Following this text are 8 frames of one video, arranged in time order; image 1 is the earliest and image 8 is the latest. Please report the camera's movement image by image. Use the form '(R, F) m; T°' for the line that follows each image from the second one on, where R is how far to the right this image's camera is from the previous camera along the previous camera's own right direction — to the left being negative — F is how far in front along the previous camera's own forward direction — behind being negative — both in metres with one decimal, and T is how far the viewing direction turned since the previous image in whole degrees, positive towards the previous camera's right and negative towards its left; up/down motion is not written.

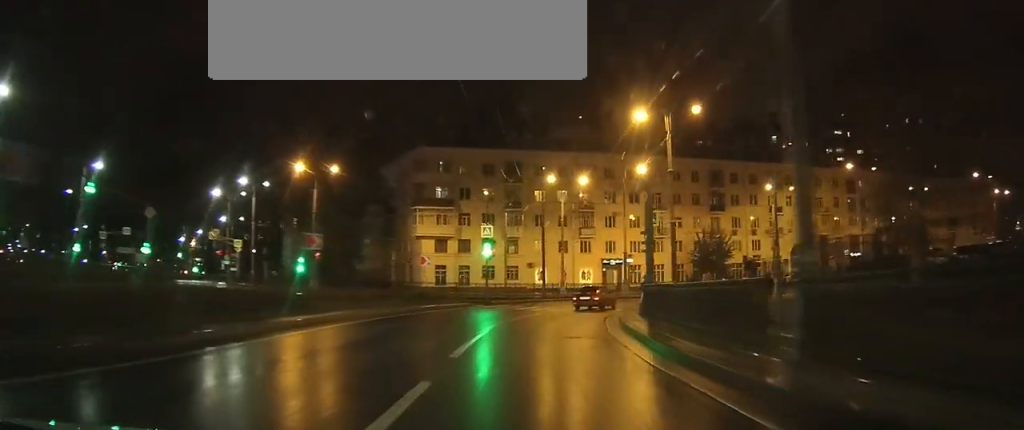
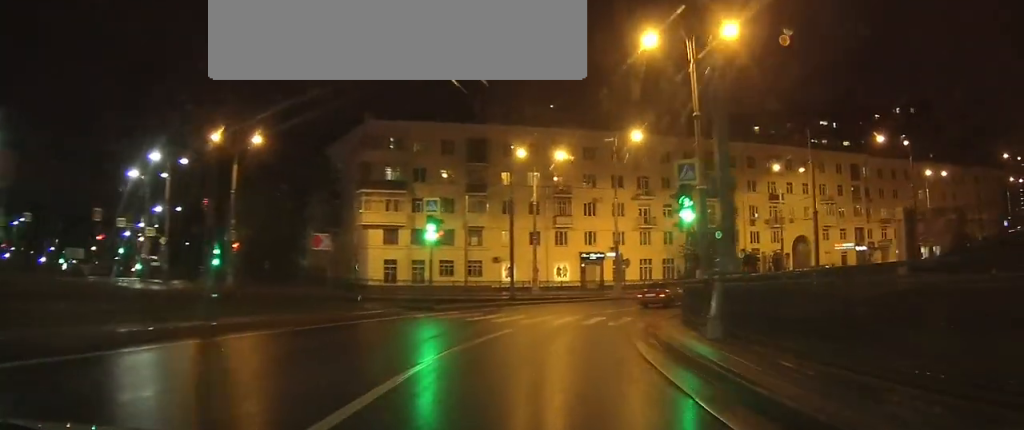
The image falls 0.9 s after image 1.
(+0.5, +11.1) m; +3°
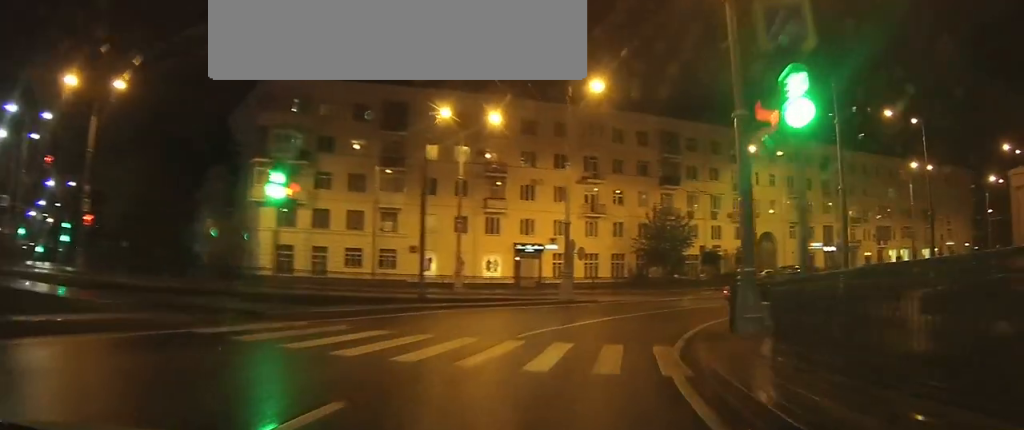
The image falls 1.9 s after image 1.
(0.0, +11.0) m; +6°
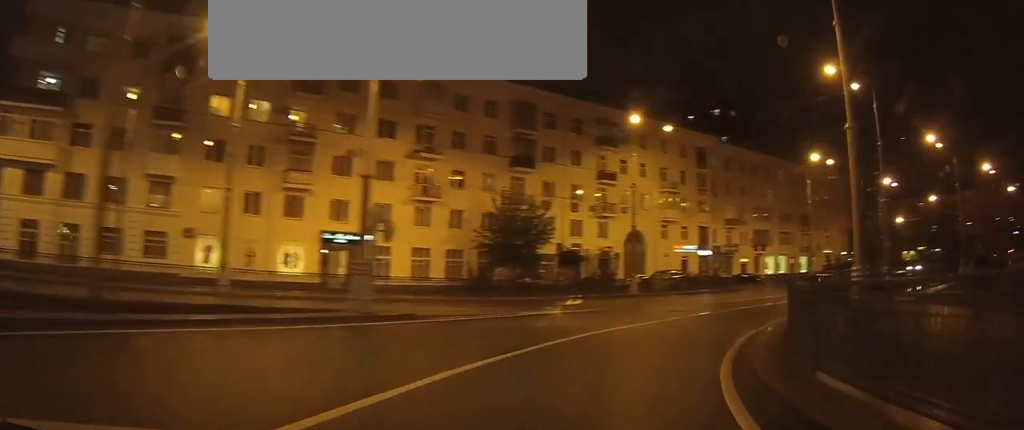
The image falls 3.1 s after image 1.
(+2.0, +13.1) m; +14°
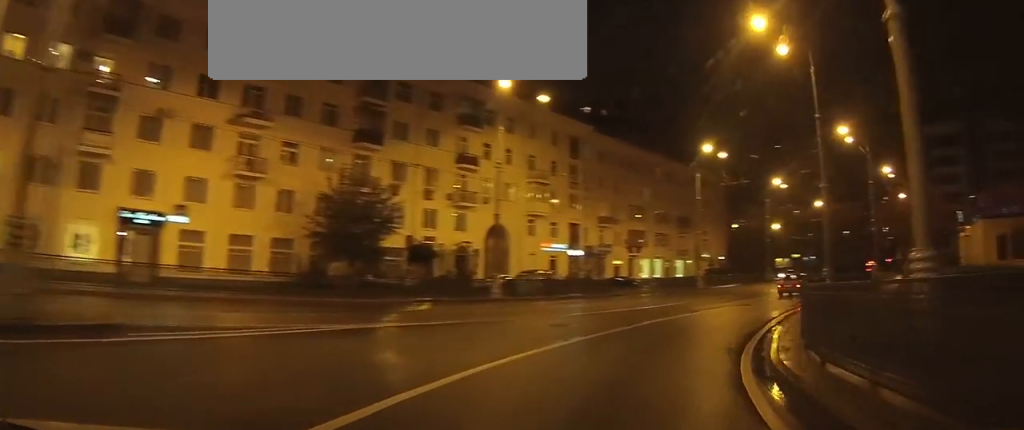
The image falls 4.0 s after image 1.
(+0.5, +8.4) m; +12°
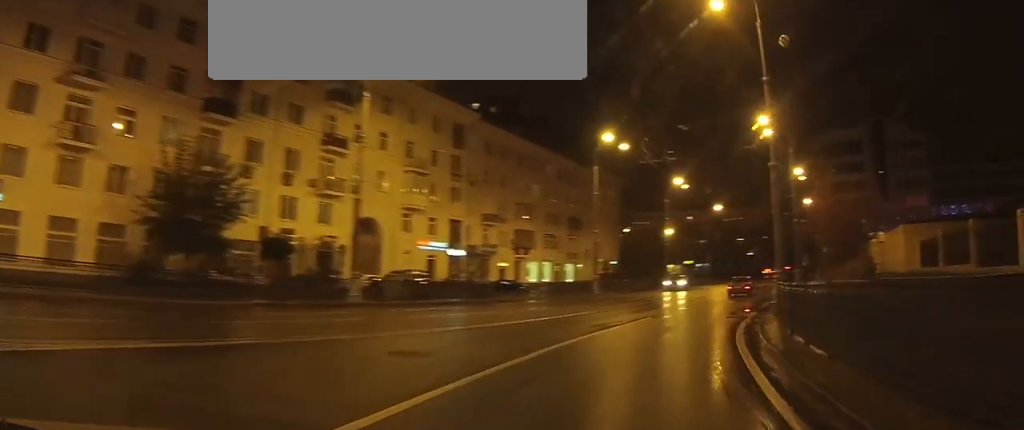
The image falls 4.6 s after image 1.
(+0.6, +6.8) m; +16°
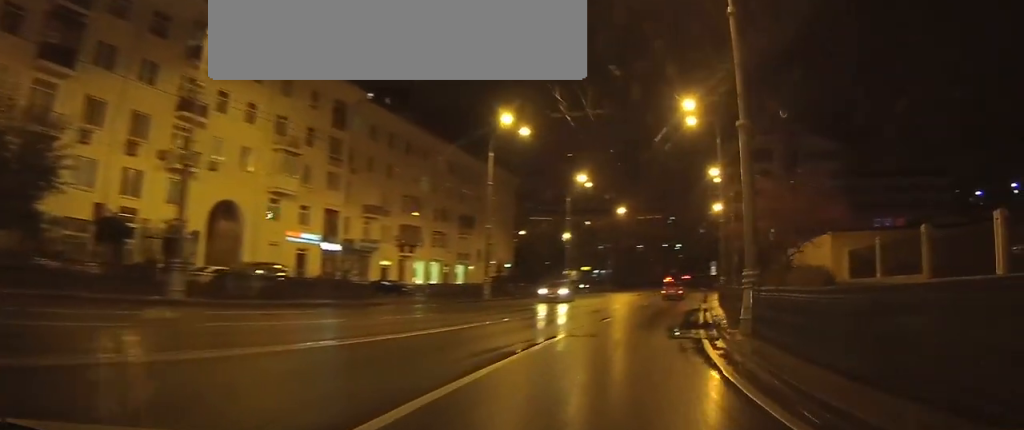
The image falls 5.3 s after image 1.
(+1.3, +6.9) m; +12°
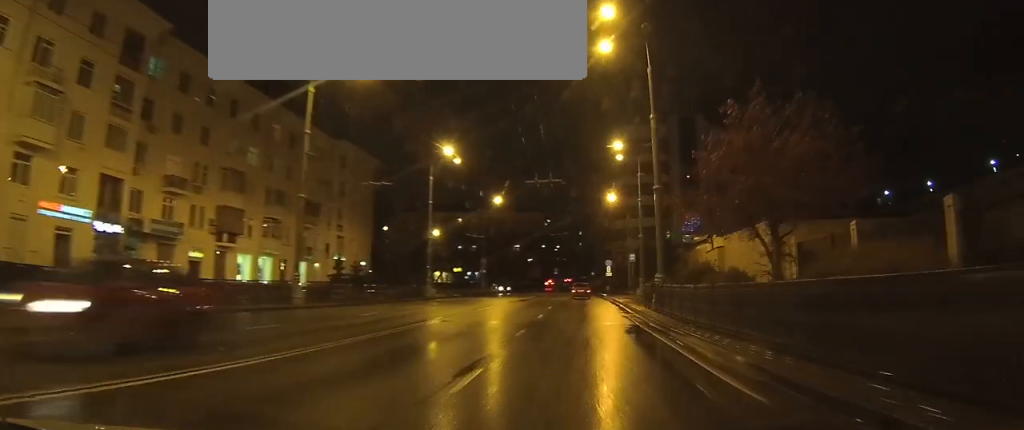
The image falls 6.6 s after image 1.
(+2.1, +15.2) m; +8°
